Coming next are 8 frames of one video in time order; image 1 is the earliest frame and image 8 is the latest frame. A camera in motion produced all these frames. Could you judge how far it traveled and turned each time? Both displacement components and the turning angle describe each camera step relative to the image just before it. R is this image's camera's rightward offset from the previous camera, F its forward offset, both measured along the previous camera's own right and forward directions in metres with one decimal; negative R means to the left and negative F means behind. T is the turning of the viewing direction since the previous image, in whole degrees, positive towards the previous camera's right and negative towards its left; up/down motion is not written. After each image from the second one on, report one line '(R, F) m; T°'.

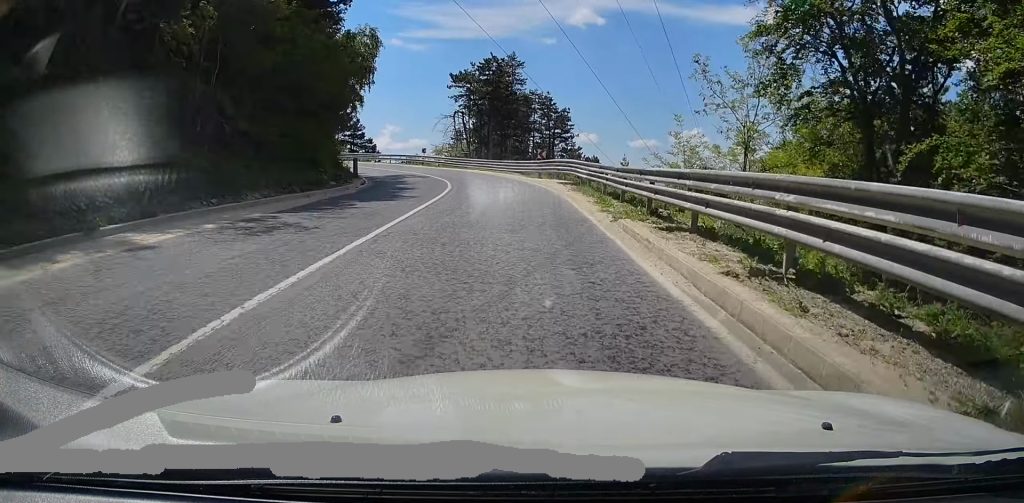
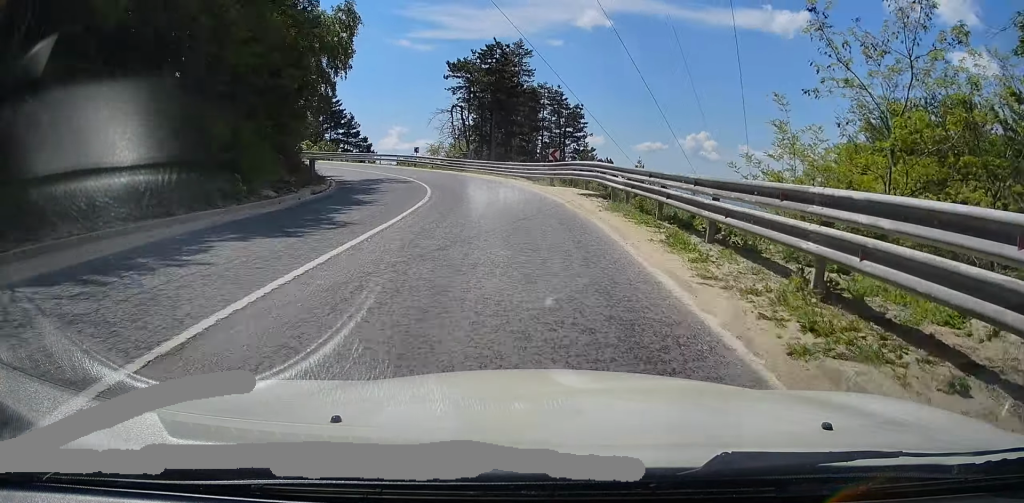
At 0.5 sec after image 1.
(-0.2, +9.5) m; -3°
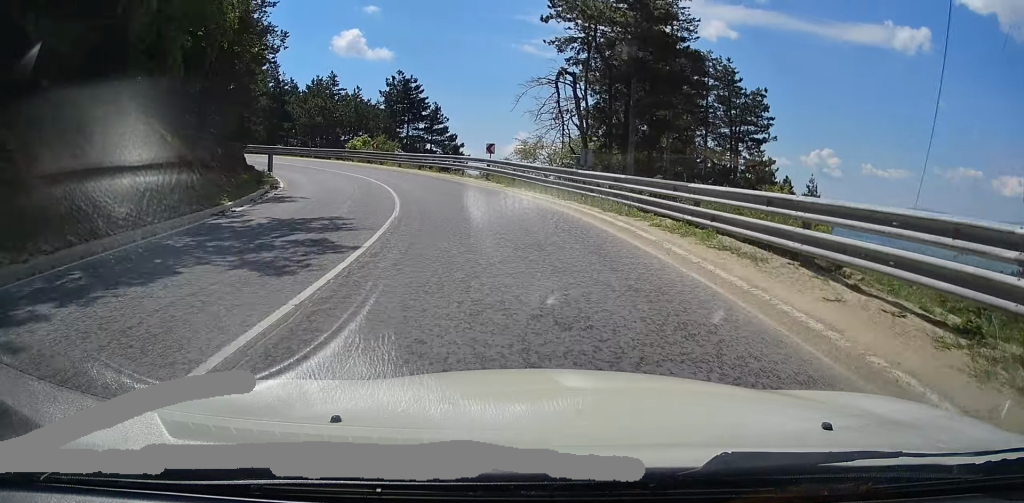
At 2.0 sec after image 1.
(-2.3, +28.4) m; -14°
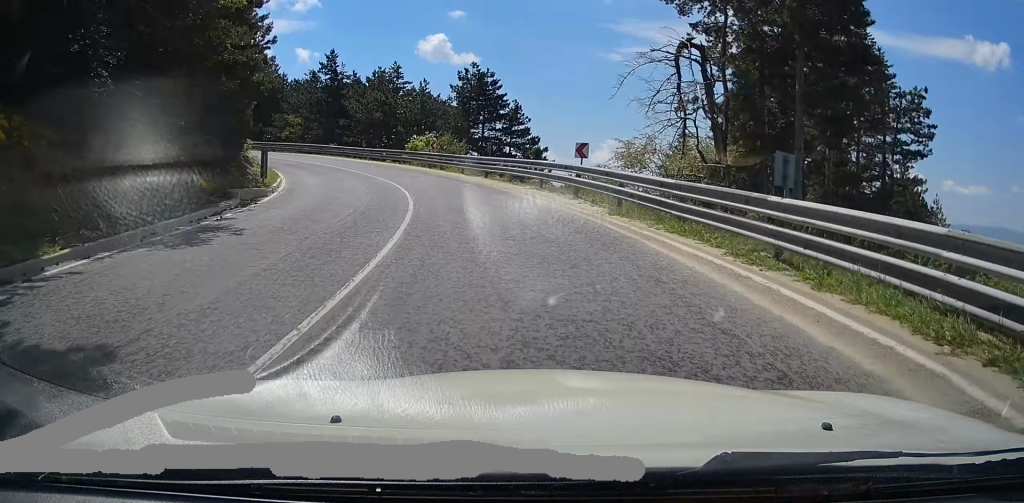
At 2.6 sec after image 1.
(-1.2, +11.1) m; -7°
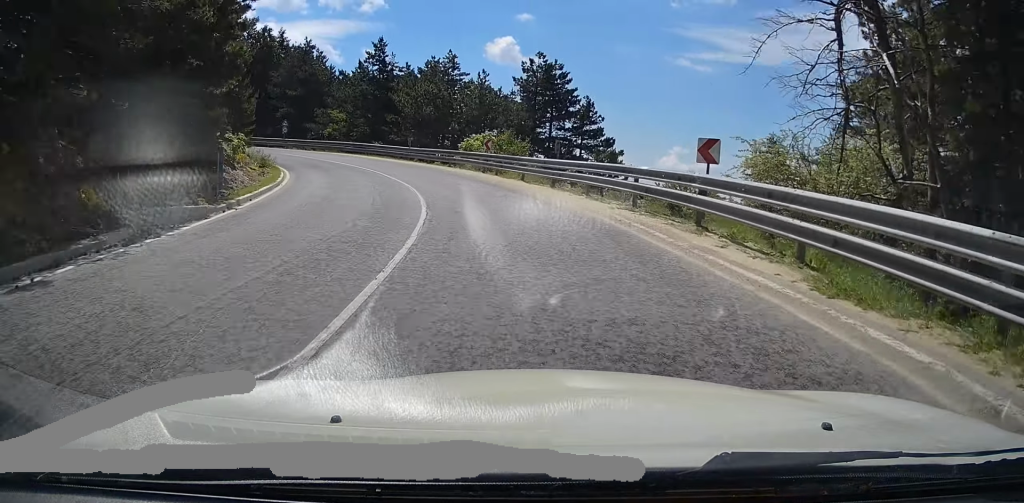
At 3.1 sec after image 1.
(-0.1, +8.7) m; -6°
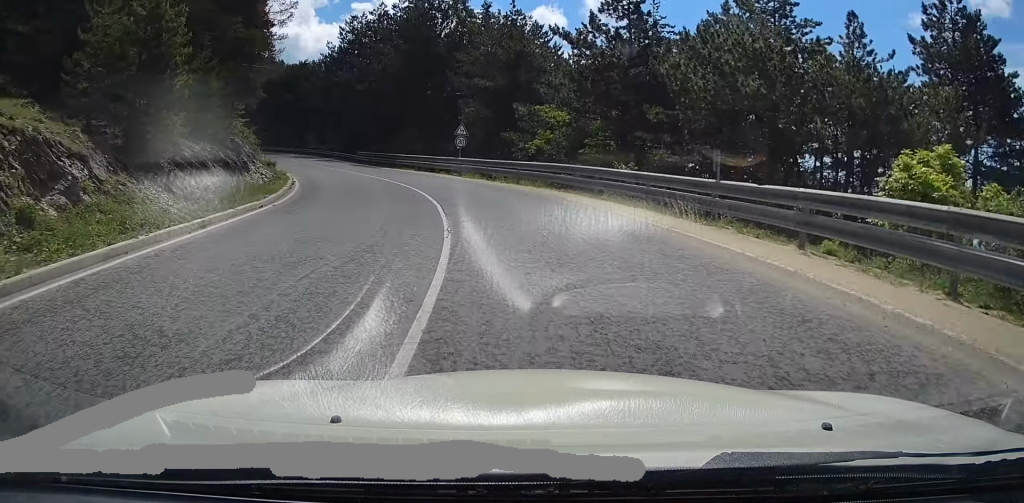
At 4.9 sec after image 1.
(-6.4, +33.9) m; -22°
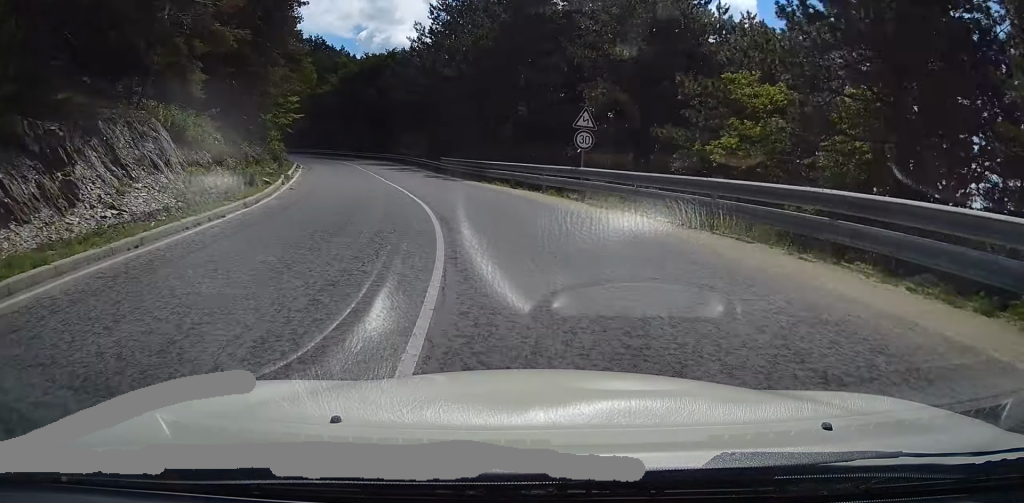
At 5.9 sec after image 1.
(-2.1, +17.3) m; -9°
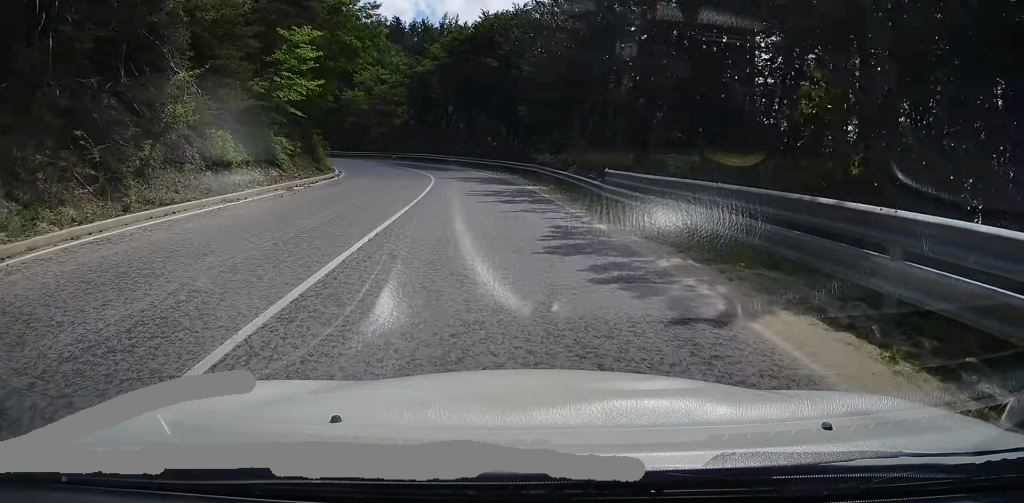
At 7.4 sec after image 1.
(-2.7, +28.0) m; -12°
